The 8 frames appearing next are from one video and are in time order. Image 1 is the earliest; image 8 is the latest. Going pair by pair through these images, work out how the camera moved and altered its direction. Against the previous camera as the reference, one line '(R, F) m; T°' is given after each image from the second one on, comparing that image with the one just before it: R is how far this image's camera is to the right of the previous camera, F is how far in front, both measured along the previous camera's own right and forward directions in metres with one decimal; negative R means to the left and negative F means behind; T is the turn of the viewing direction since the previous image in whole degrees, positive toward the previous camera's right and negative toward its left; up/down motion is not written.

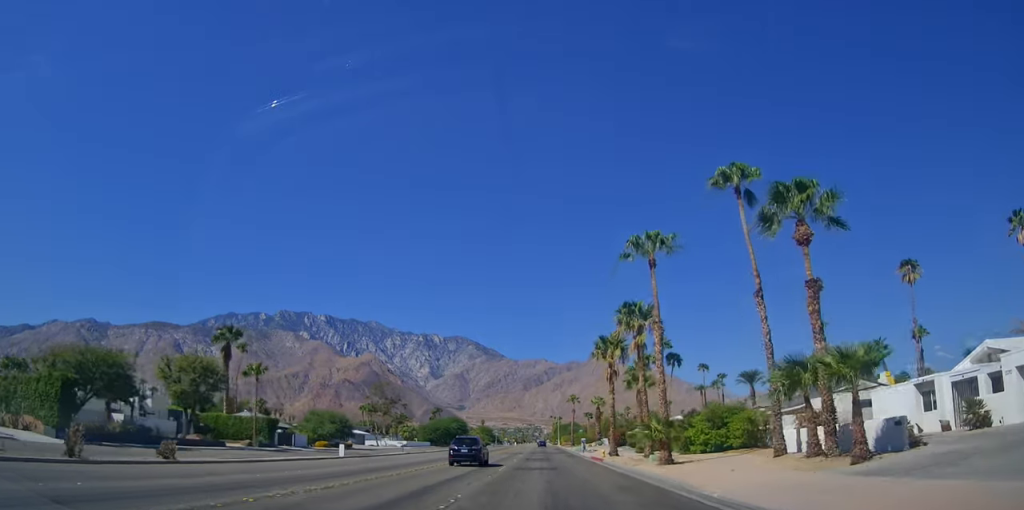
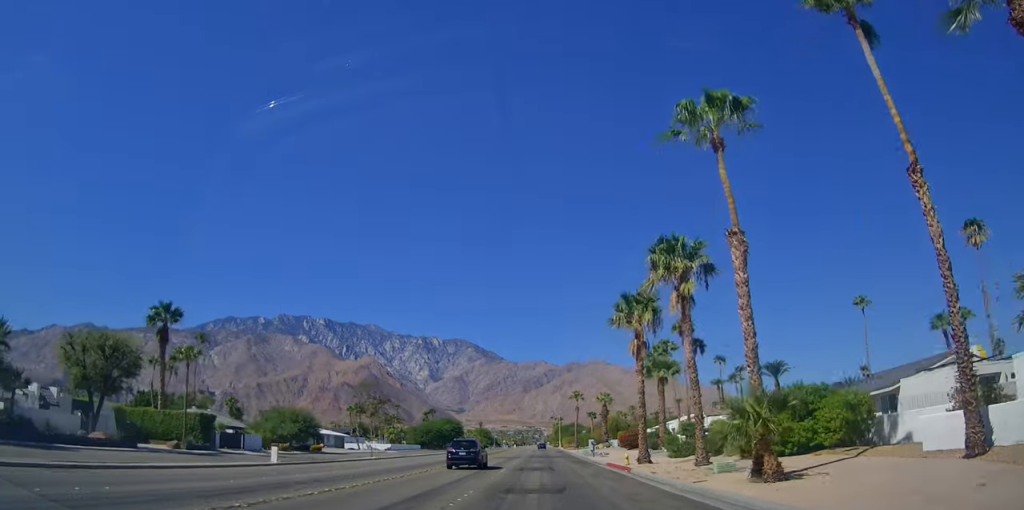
(0.0, +12.3) m; 0°
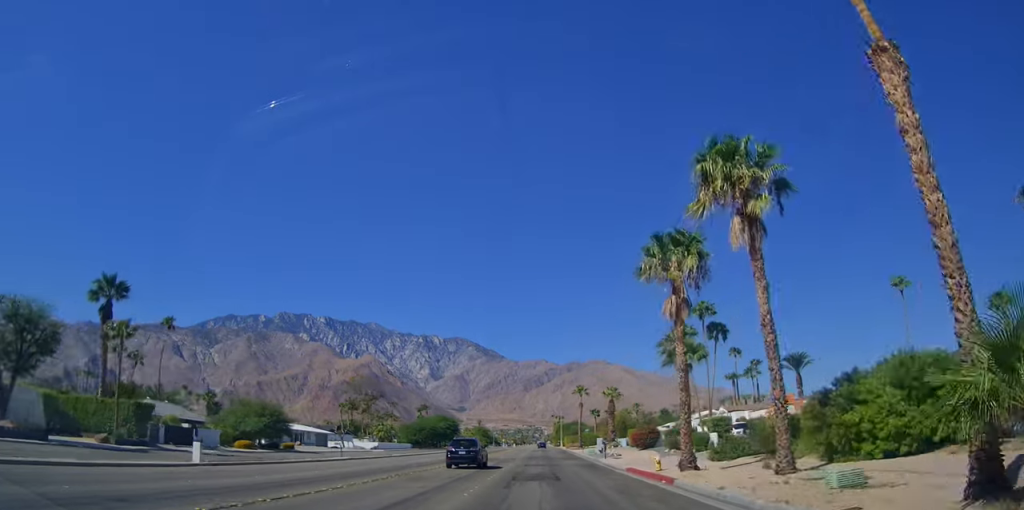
(0.0, +8.6) m; 0°
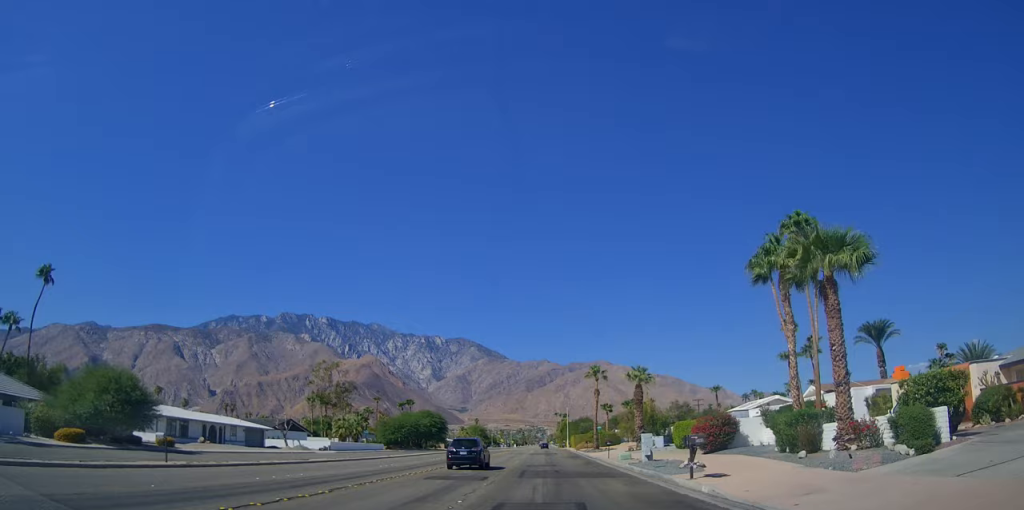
(0.0, +23.3) m; 0°
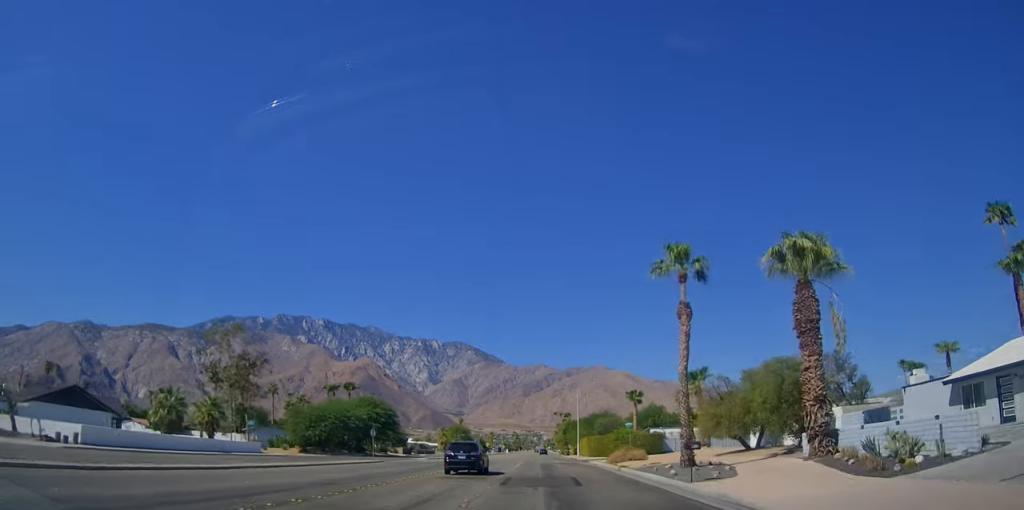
(0.0, +44.4) m; 0°
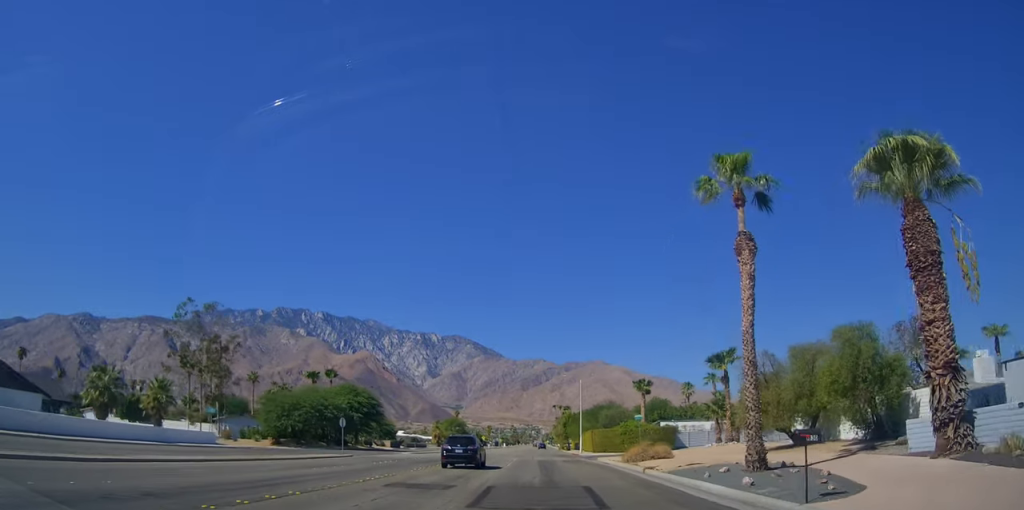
(0.0, +8.6) m; 0°
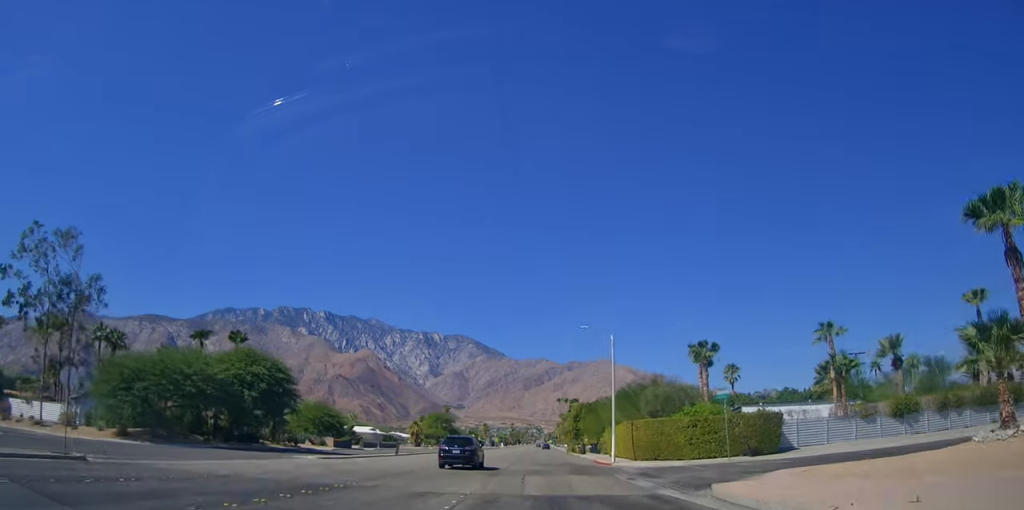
(0.0, +31.0) m; 0°
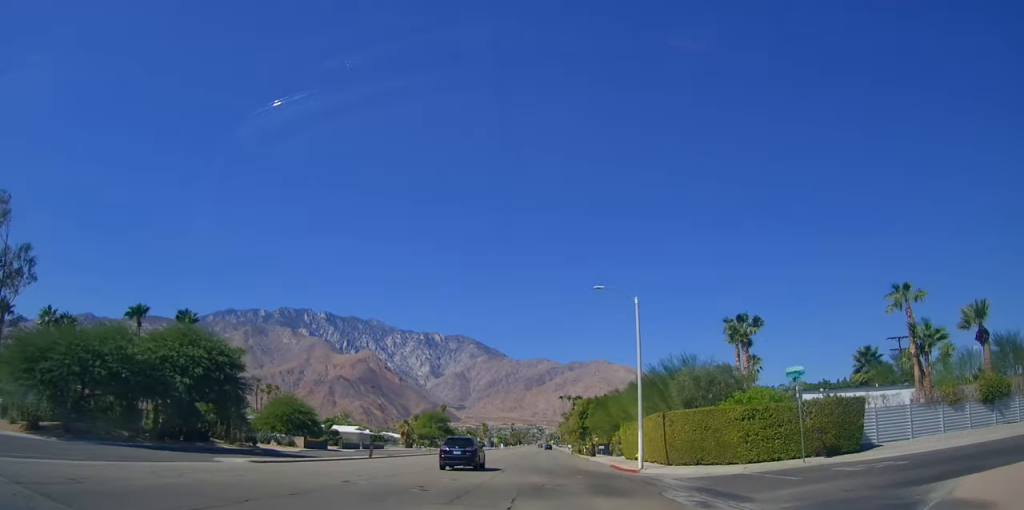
(0.0, +10.3) m; 0°
